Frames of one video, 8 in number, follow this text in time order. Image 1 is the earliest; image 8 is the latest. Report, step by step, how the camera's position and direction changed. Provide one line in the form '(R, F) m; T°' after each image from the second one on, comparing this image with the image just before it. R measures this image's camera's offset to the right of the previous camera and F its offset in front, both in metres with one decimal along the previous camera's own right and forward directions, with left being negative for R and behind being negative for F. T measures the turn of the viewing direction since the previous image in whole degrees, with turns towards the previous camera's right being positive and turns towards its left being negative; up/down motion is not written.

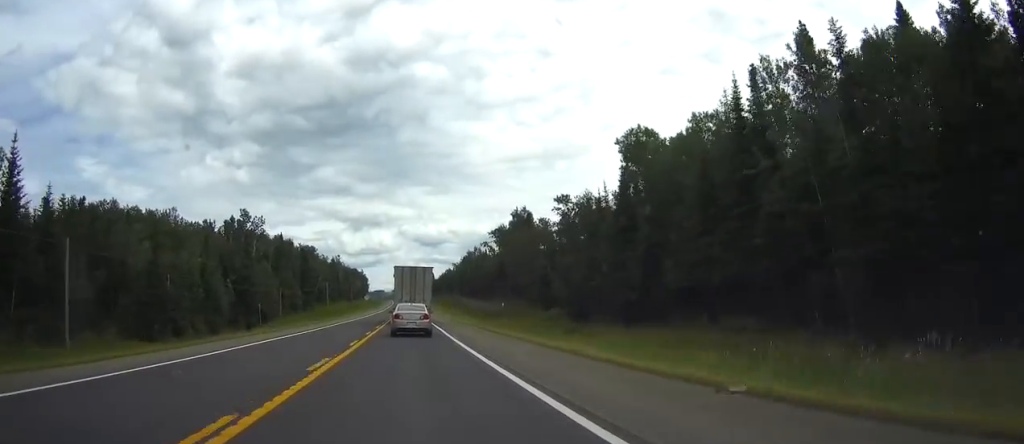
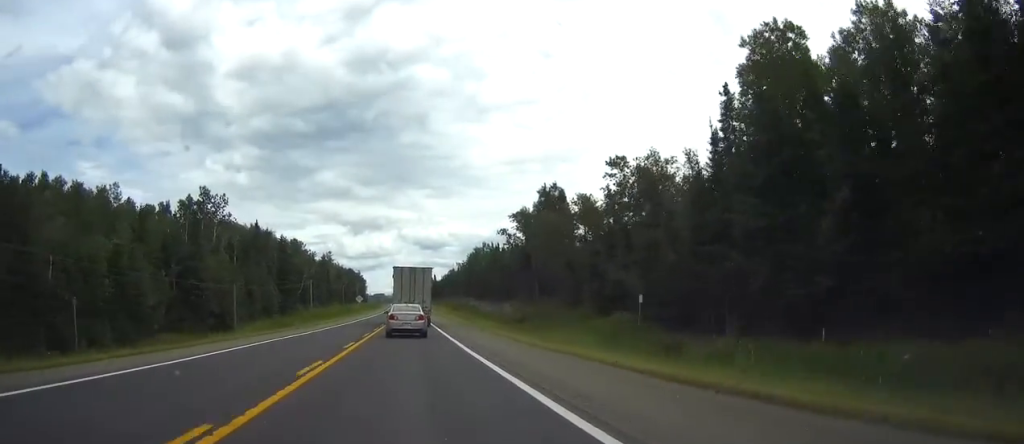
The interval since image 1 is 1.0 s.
(0.0, +27.4) m; 0°
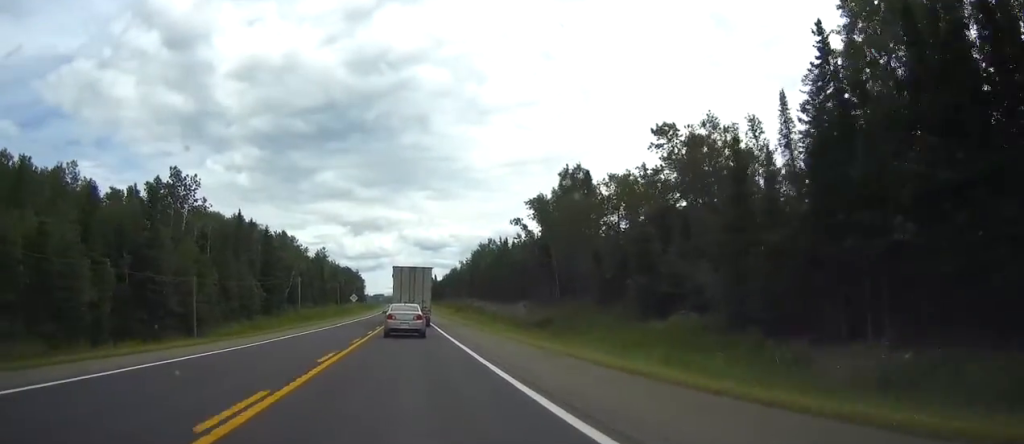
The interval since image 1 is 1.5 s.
(0.0, +14.6) m; 0°
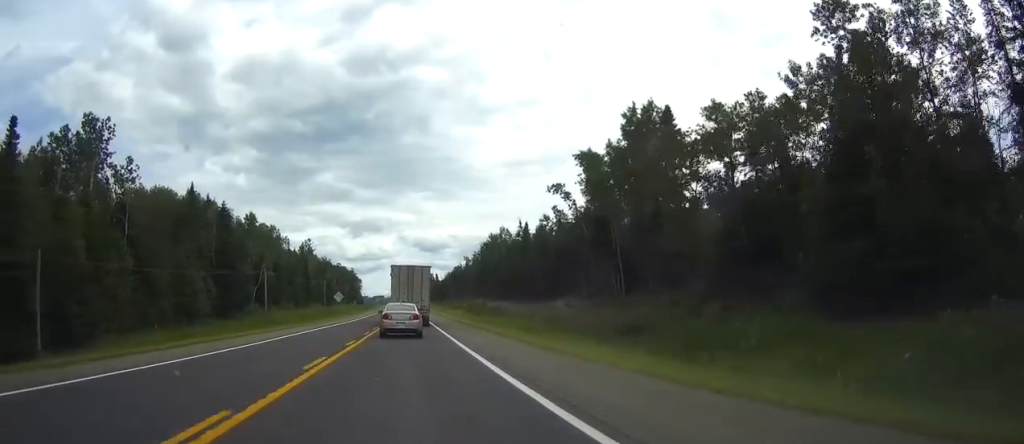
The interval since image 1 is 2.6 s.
(0.0, +28.2) m; 0°
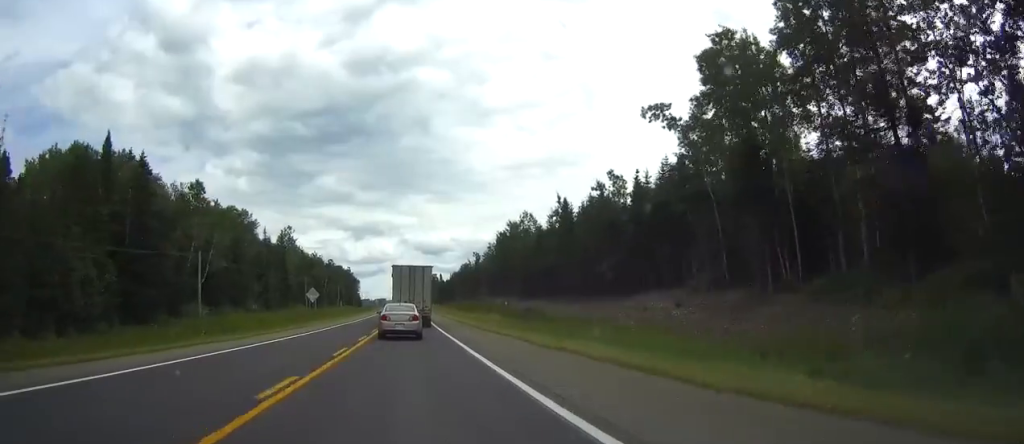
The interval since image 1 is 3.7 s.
(0.0, +30.7) m; 0°
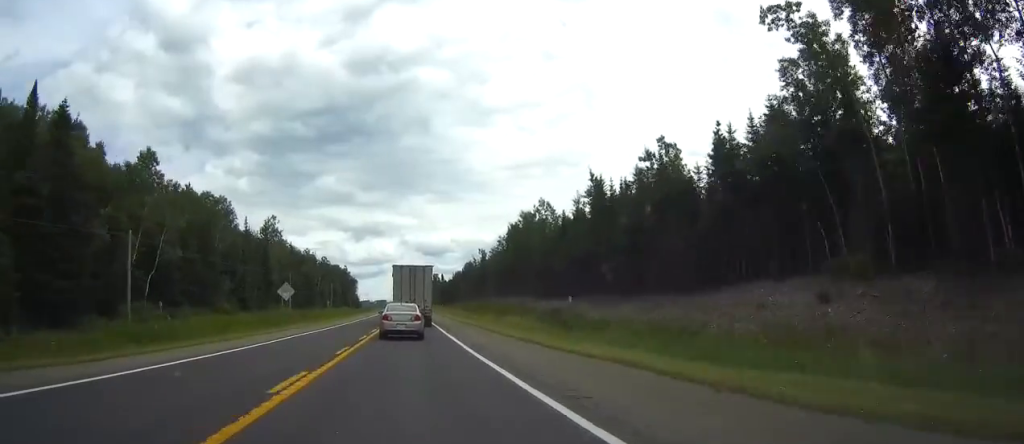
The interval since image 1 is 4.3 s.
(0.0, +17.1) m; 0°
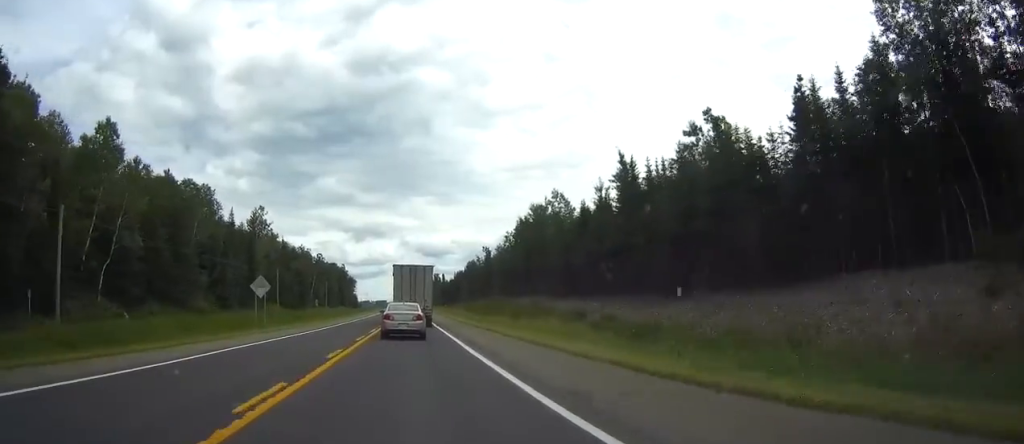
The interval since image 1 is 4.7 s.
(0.0, +10.7) m; 0°
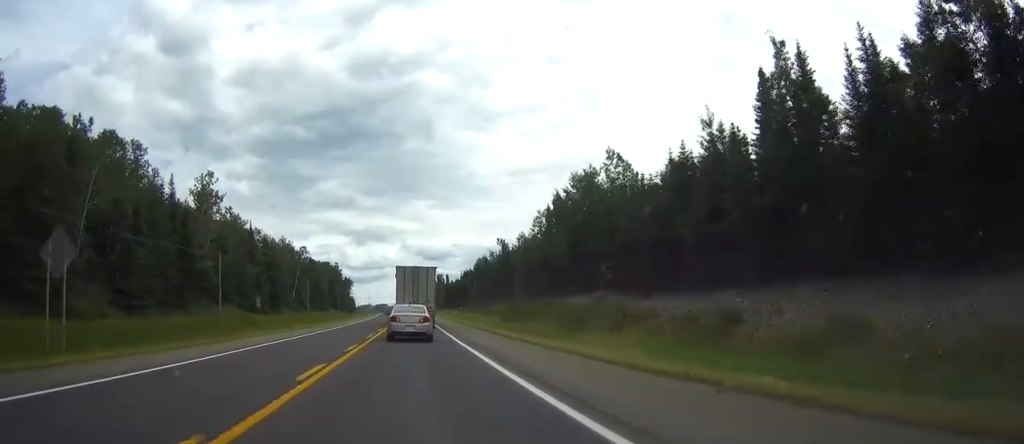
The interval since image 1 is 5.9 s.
(+0.1, +31.2) m; 0°
